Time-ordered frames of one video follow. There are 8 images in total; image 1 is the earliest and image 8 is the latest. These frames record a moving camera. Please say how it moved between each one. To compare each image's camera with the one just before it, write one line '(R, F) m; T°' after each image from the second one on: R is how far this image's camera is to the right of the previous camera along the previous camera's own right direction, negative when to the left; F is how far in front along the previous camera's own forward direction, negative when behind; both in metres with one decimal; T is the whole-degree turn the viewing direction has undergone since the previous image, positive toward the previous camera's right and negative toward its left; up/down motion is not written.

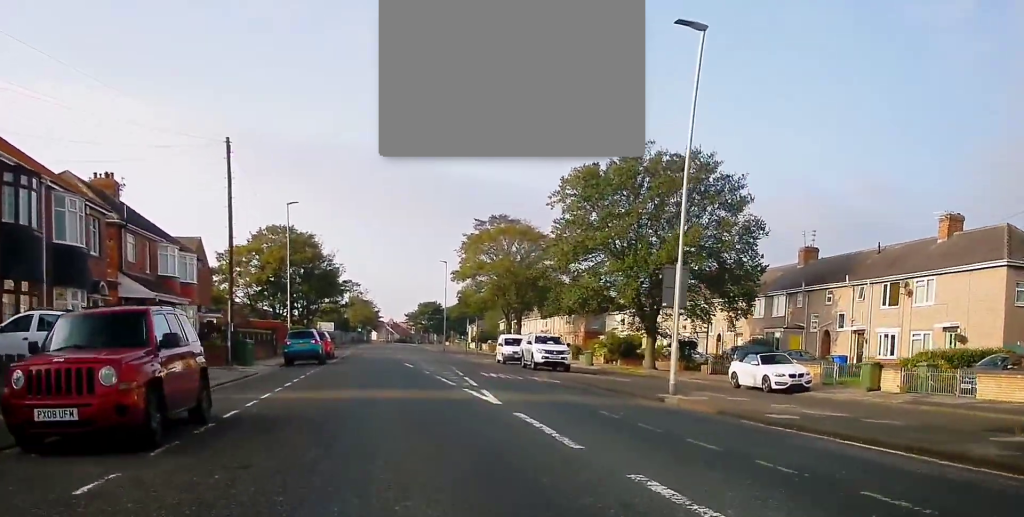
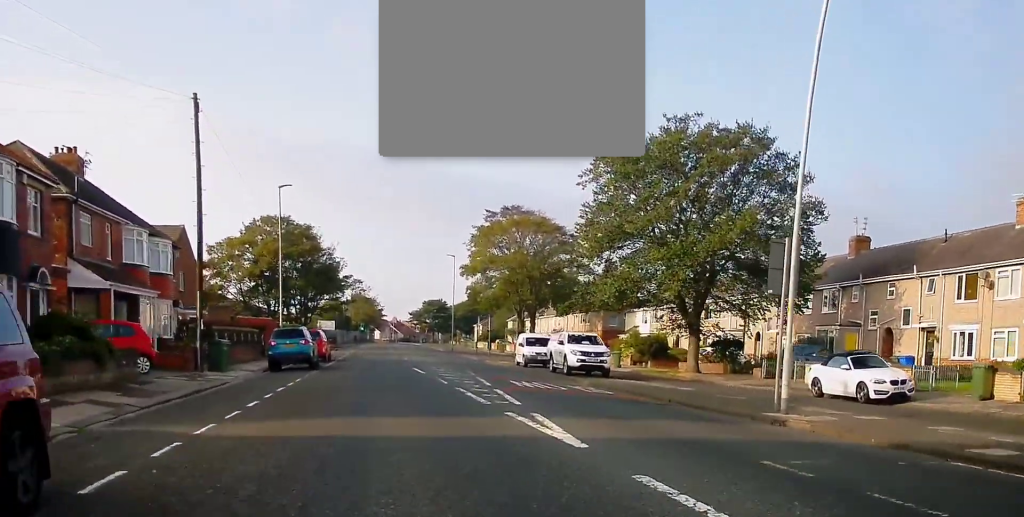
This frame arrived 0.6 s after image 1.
(-0.1, +5.9) m; -1°
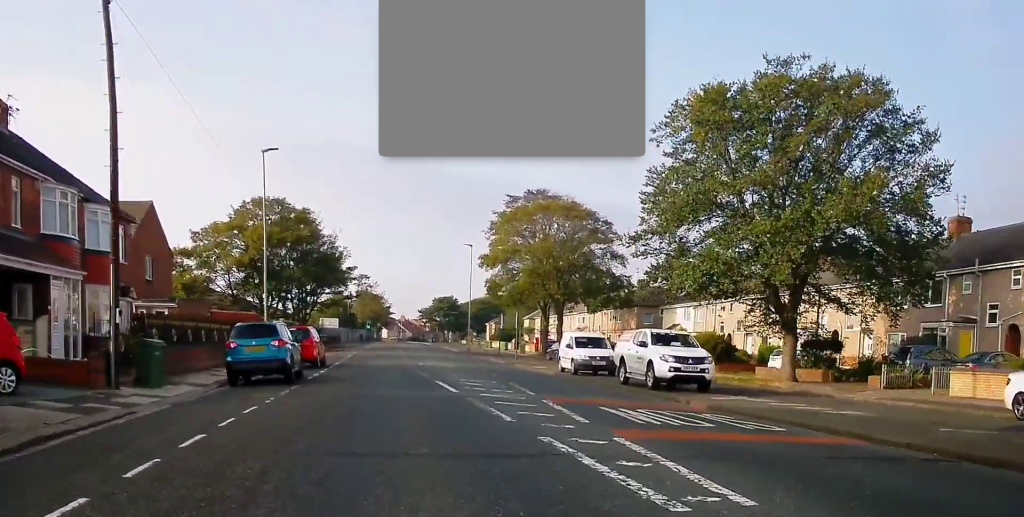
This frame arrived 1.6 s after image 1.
(-0.1, +9.3) m; -1°
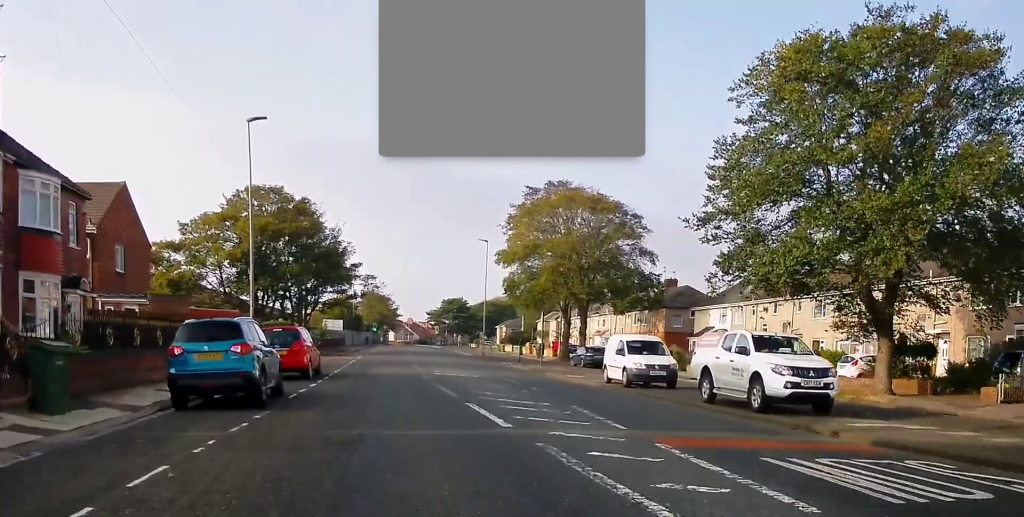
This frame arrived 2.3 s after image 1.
(0.0, +6.3) m; 0°
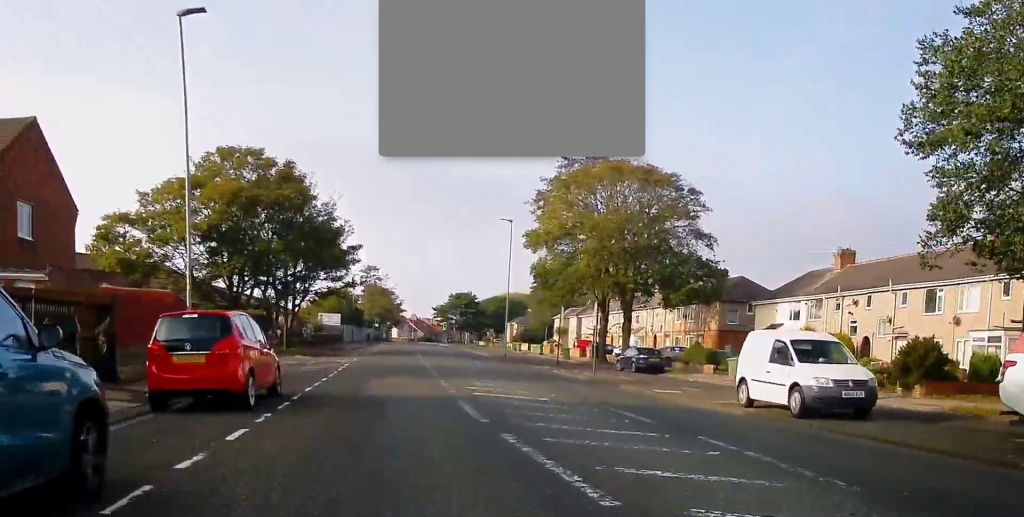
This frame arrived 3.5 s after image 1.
(-0.2, +11.3) m; -1°
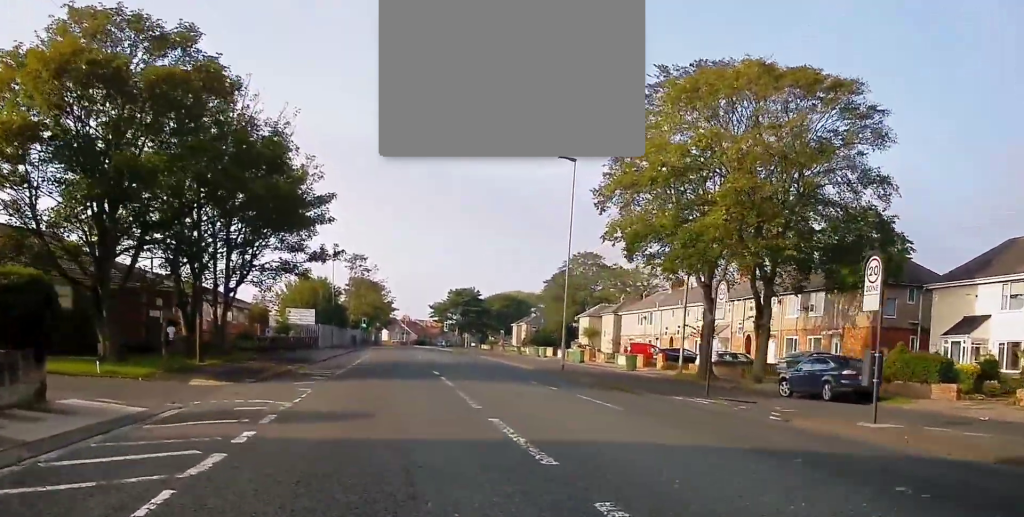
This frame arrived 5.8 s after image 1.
(+0.7, +22.4) m; +3°
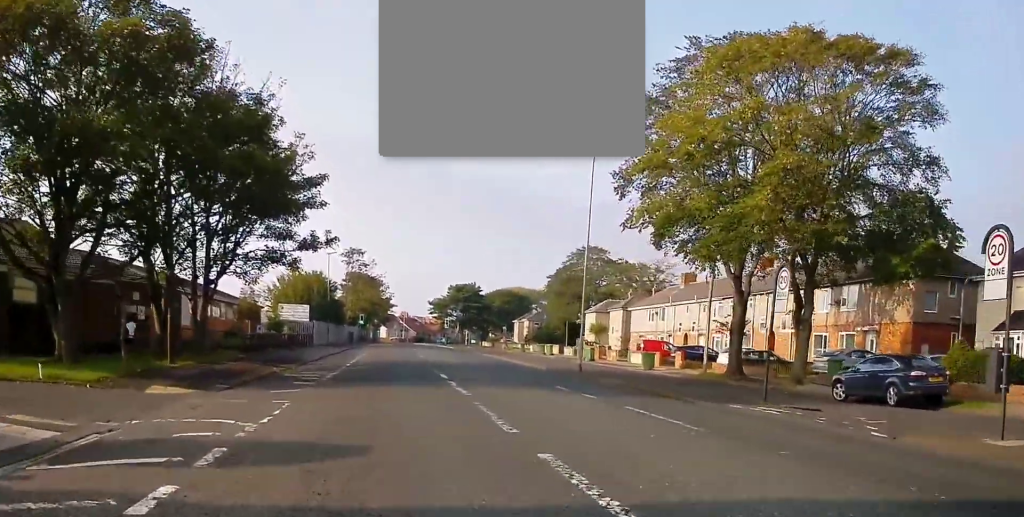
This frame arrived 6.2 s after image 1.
(0.0, +3.8) m; 0°
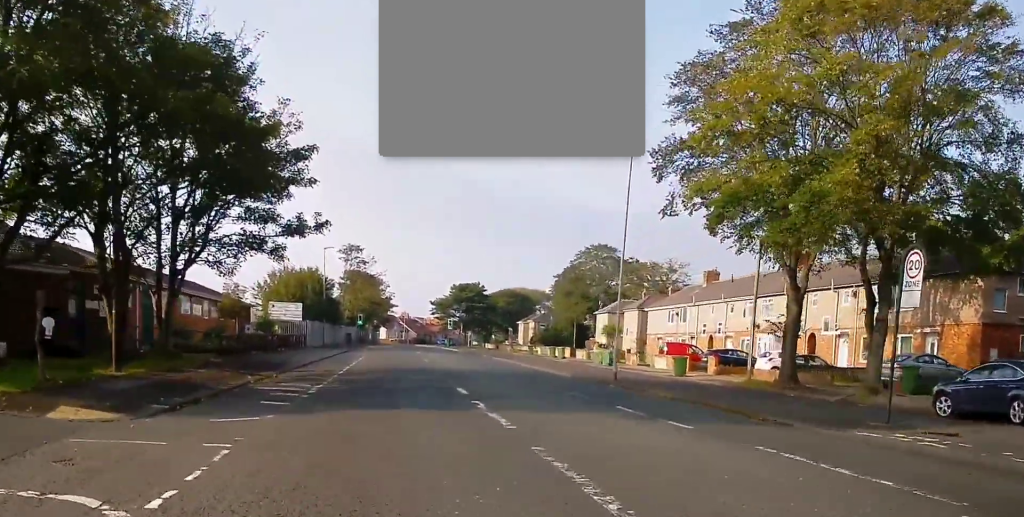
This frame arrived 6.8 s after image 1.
(-0.1, +5.2) m; -1°
